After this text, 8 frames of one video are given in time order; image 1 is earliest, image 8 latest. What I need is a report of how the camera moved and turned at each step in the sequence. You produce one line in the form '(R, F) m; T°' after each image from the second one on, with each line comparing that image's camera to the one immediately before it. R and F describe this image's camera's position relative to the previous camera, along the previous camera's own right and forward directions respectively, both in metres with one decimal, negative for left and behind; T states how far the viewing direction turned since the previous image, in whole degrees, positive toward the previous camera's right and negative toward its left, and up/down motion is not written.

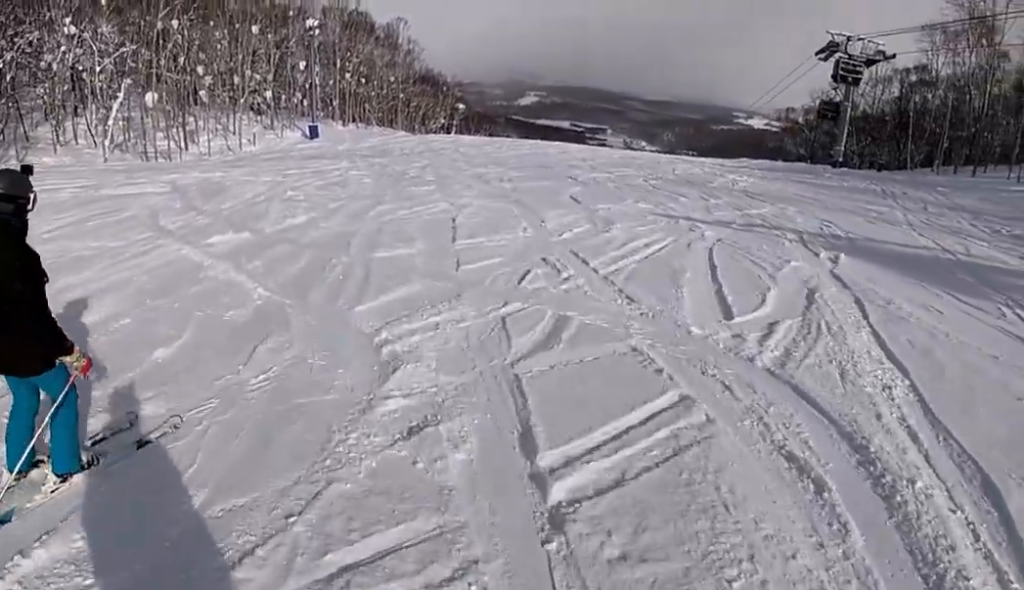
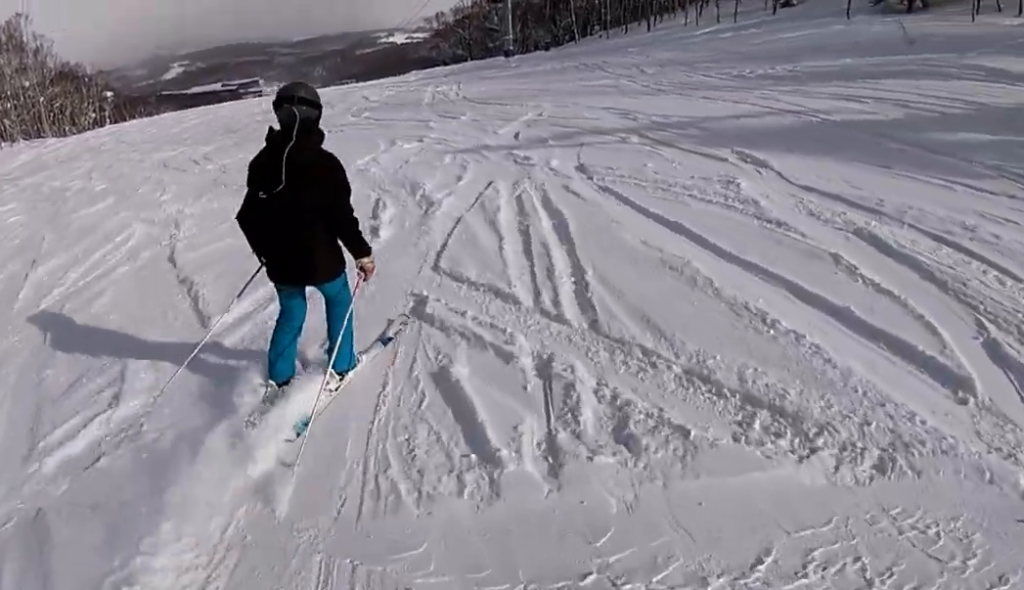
(+1.1, +4.4) m; +34°
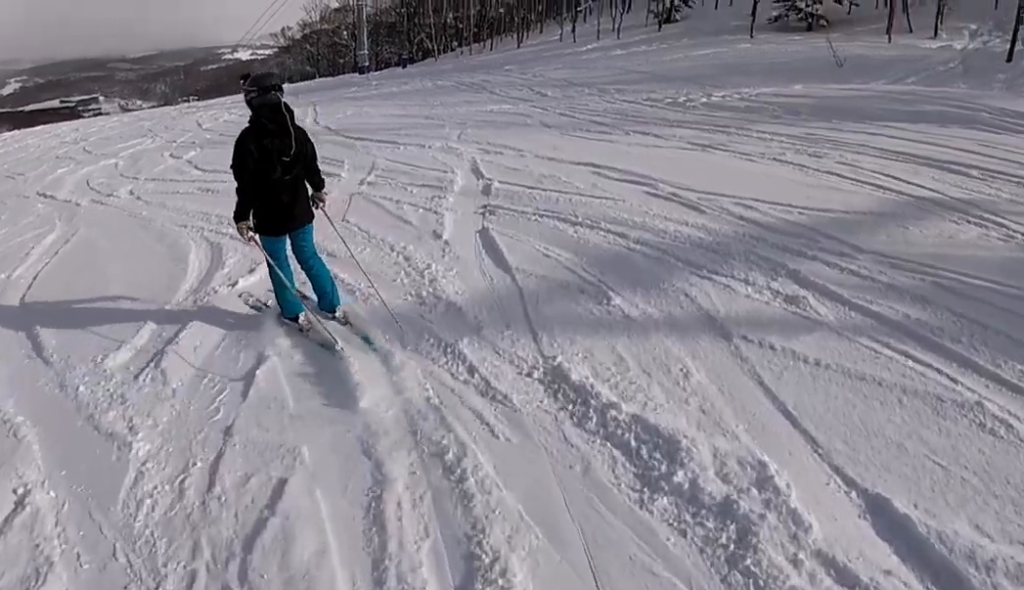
(+1.7, +6.8) m; +13°
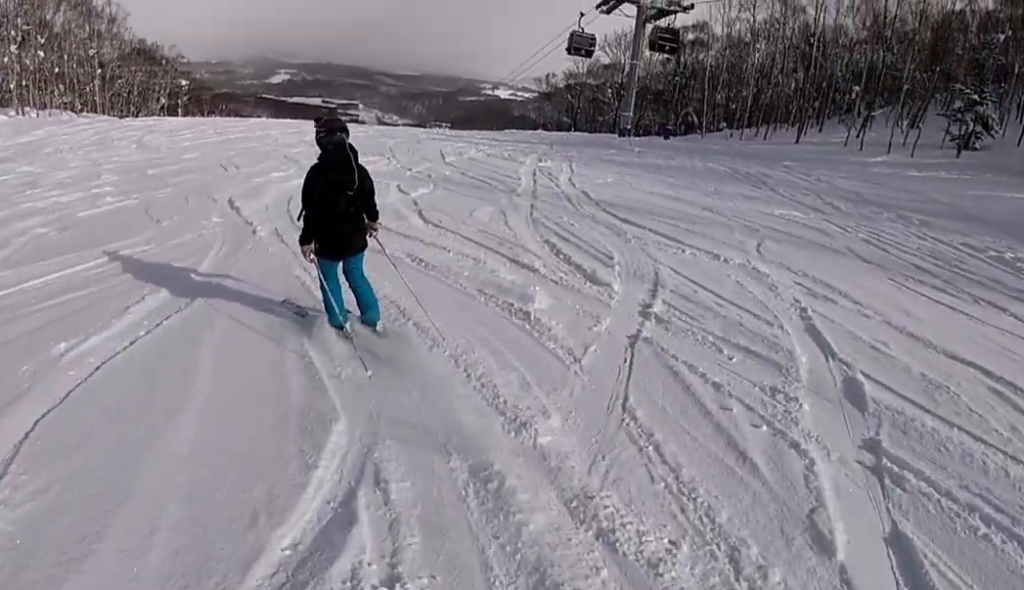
(0.0, +3.5) m; -13°
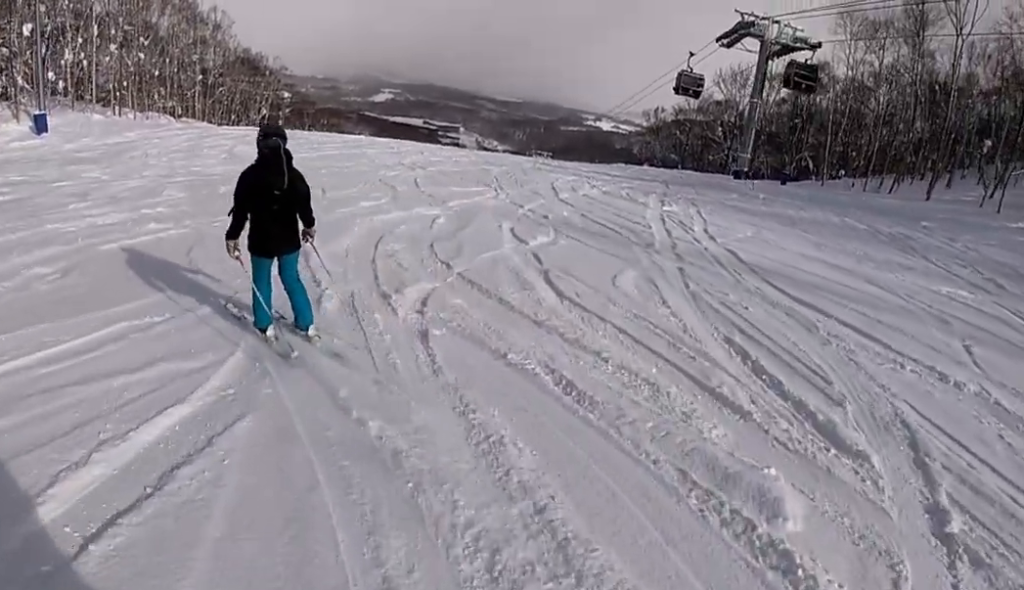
(-0.3, +2.9) m; -10°
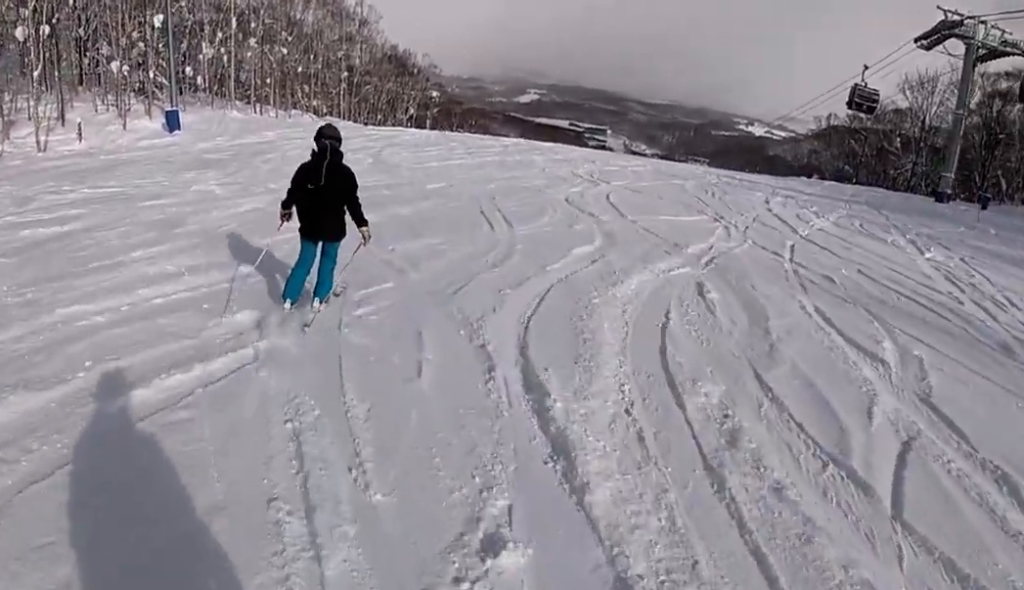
(-1.0, +5.1) m; -10°
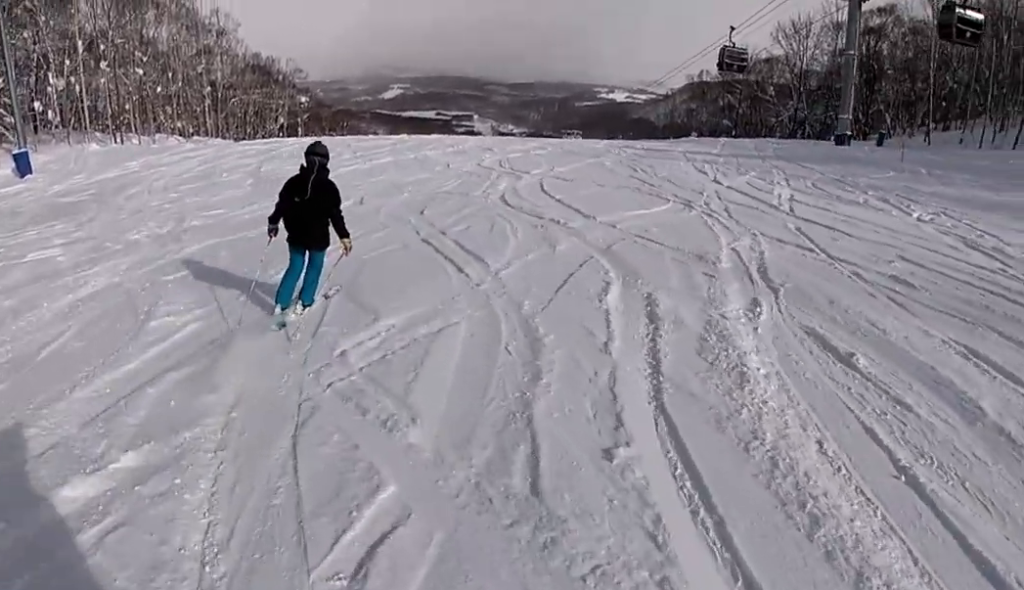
(0.0, +3.8) m; +1°
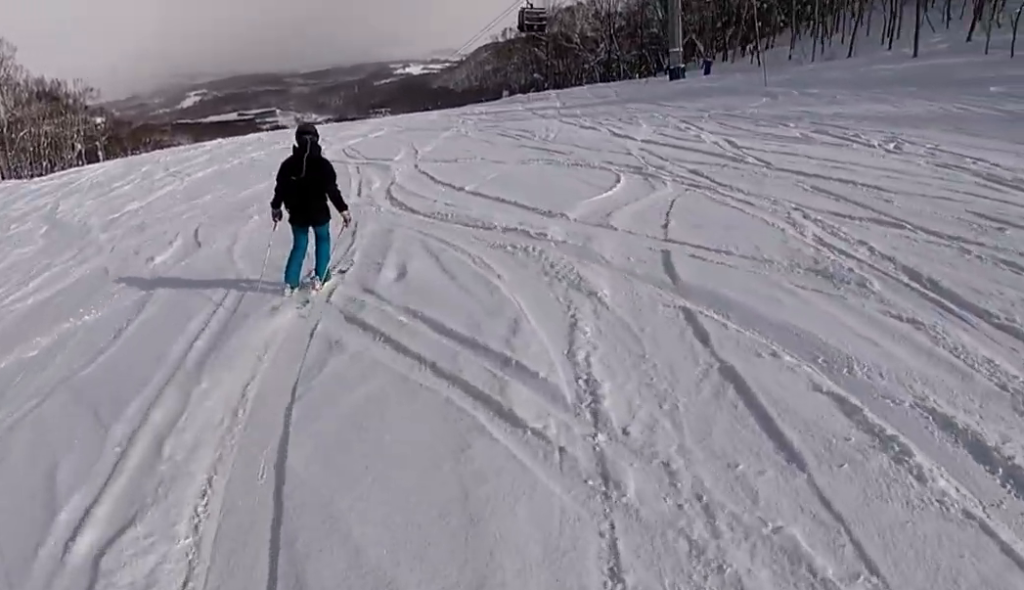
(+0.1, +4.6) m; +14°
